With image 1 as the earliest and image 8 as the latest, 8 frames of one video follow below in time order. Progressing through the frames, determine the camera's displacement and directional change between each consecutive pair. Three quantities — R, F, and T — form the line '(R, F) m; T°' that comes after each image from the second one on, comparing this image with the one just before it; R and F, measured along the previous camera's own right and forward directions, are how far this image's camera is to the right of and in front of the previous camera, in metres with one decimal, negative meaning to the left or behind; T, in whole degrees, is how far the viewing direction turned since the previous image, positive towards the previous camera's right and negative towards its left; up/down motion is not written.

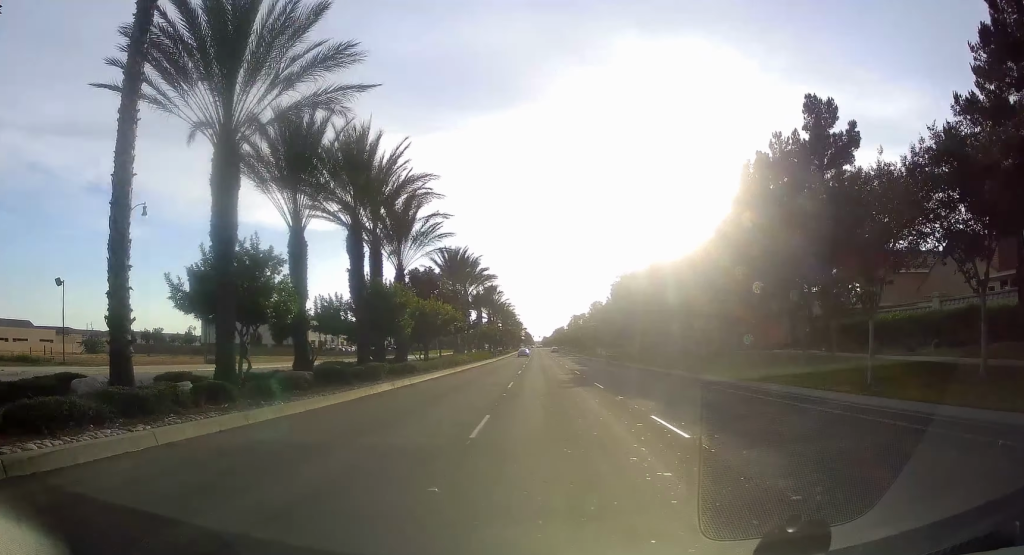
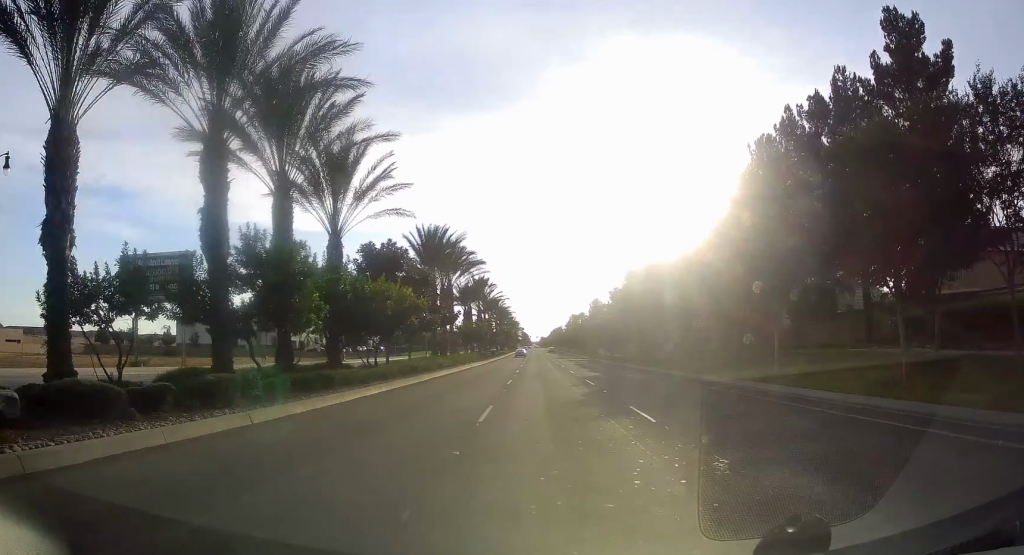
(0.0, +9.4) m; 0°
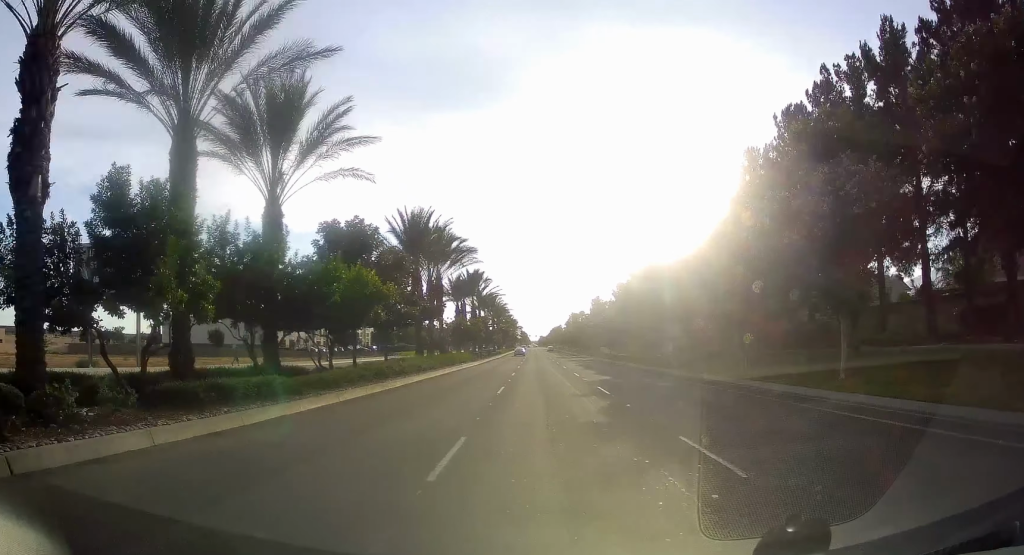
(0.0, +18.8) m; 0°
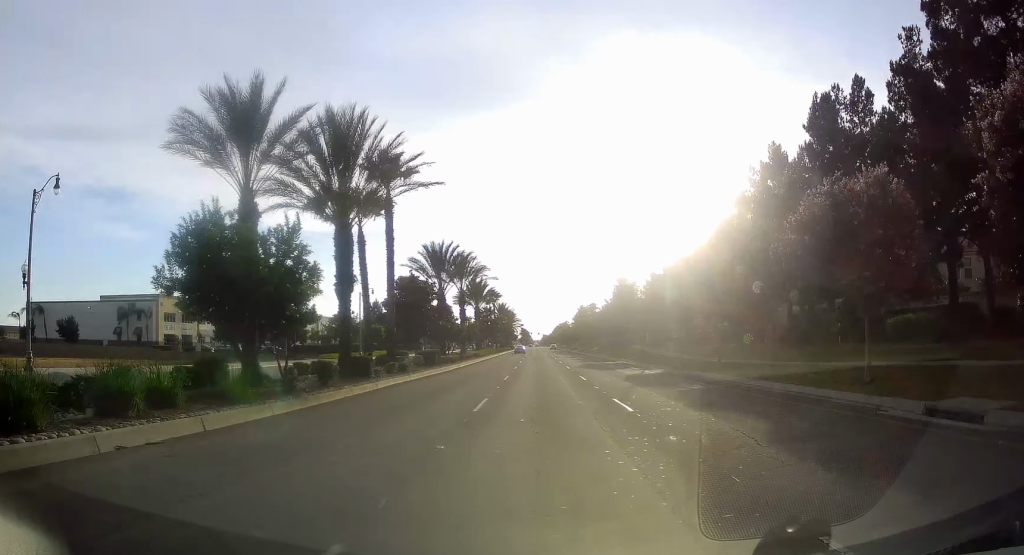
(0.0, +45.8) m; -1°
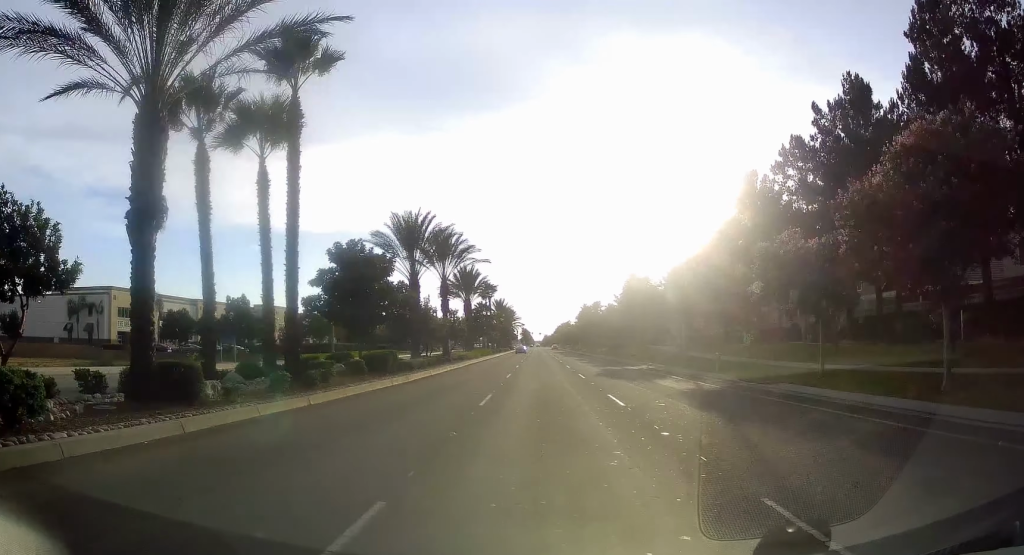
(0.0, +12.5) m; -1°
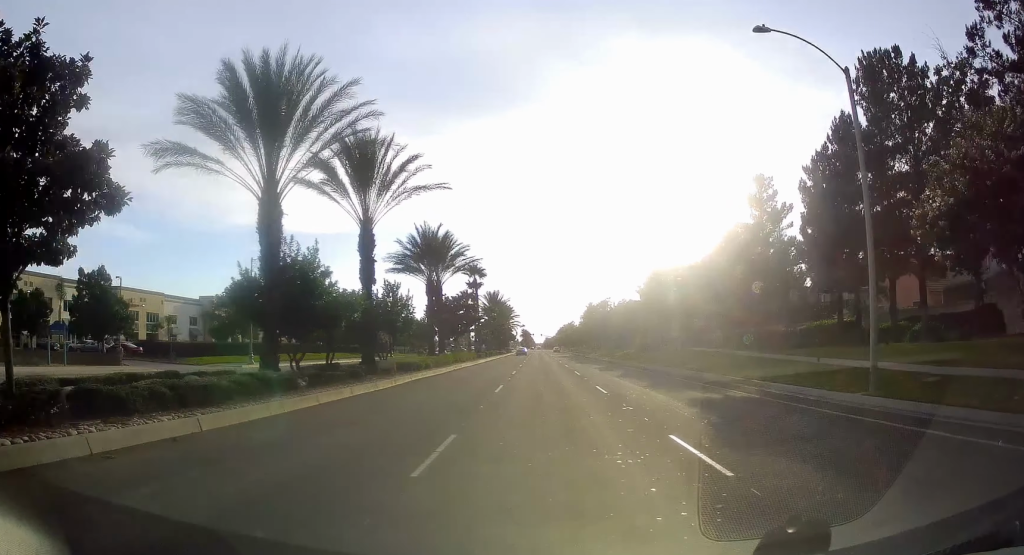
(-0.4, +23.4) m; 0°
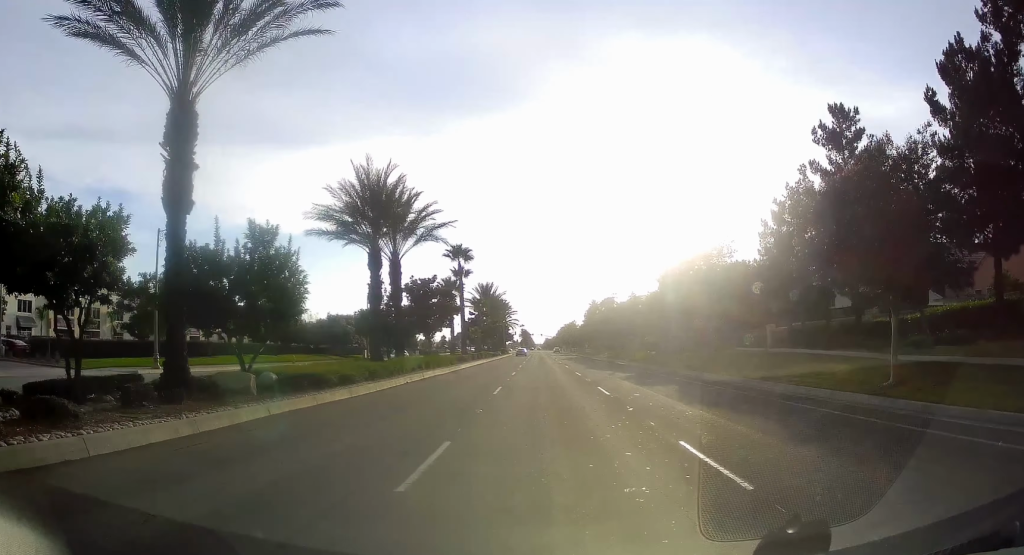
(+0.3, +15.1) m; +1°
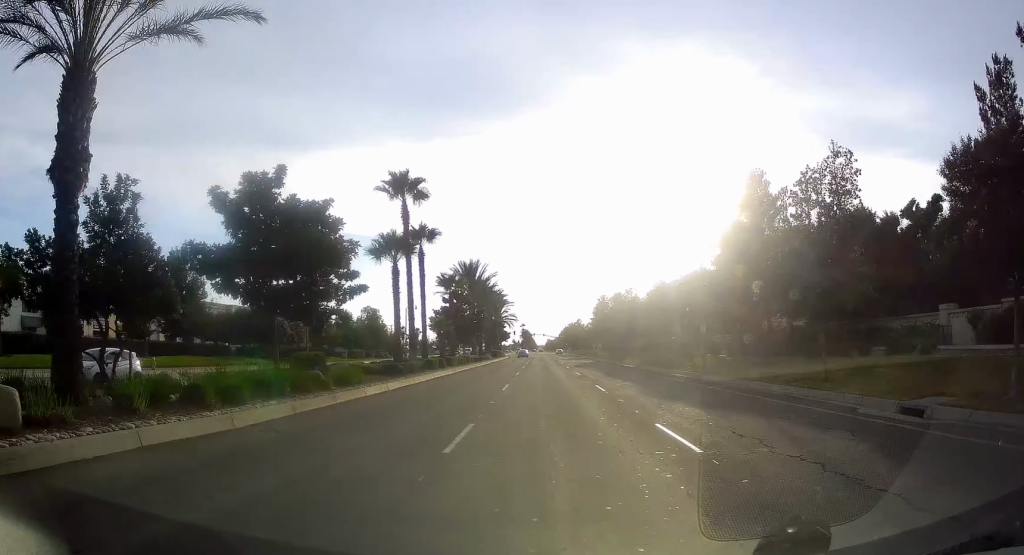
(+0.1, +25.9) m; 0°
